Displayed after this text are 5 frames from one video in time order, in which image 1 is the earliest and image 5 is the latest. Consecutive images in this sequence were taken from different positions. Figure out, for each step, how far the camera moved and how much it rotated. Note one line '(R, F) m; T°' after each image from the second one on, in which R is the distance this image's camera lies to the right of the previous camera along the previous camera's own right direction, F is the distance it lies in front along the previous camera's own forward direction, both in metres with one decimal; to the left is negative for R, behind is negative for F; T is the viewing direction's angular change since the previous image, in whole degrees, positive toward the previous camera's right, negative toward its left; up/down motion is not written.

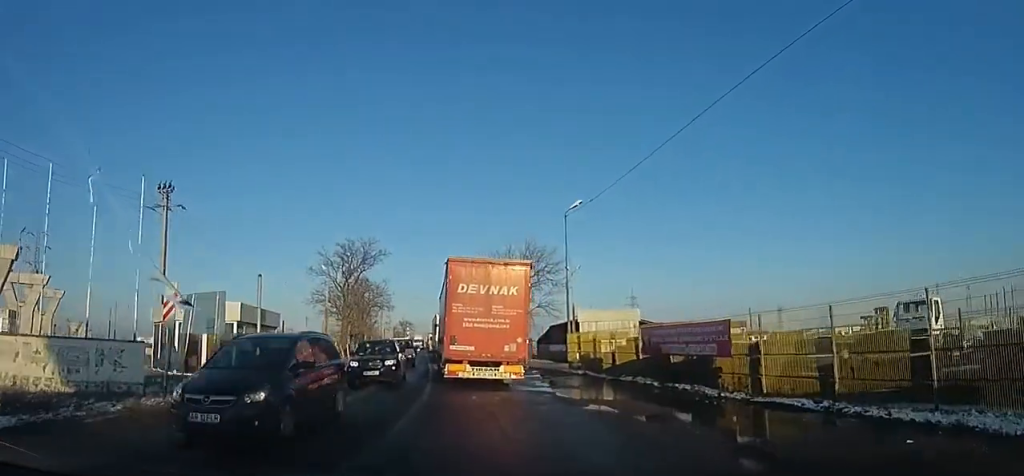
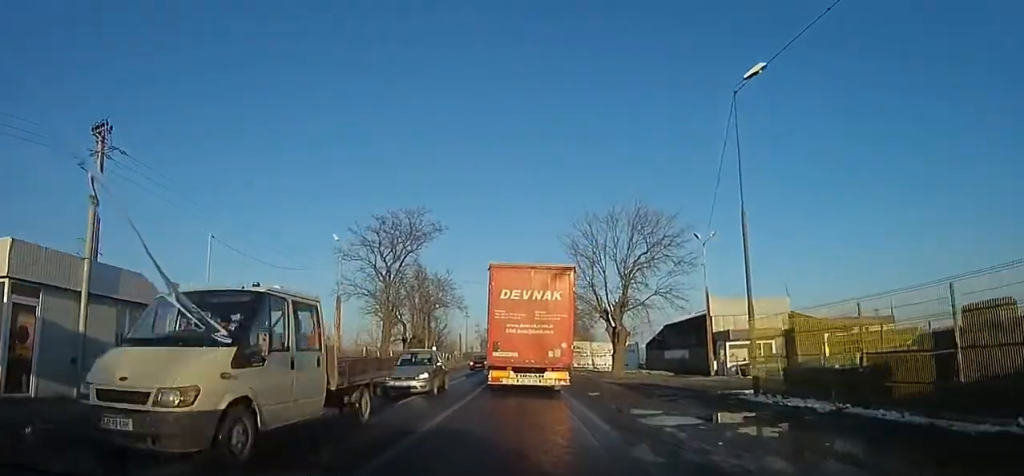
(-1.9, +14.5) m; -11°
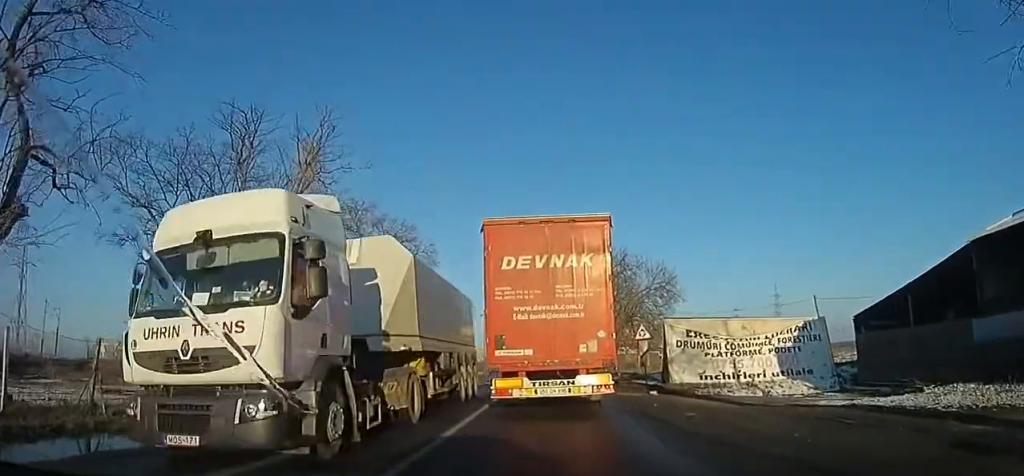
(-1.8, +32.1) m; +3°
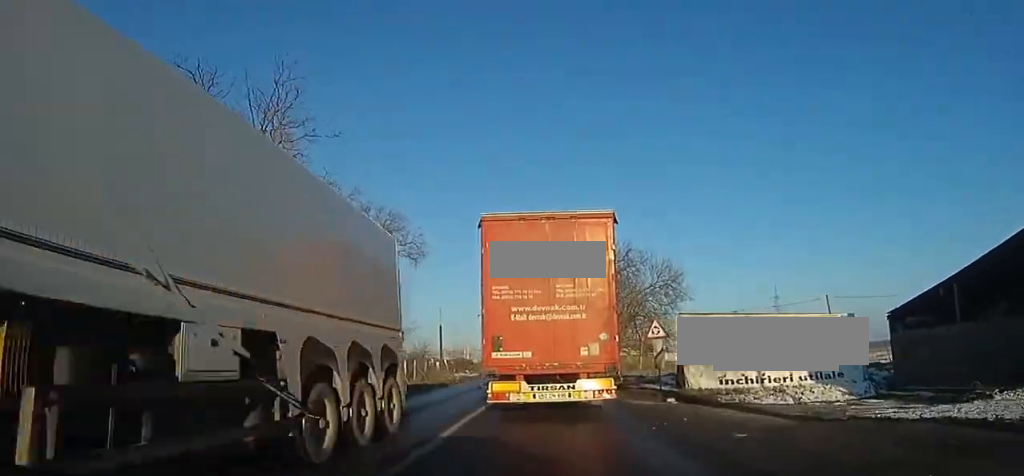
(+0.3, +2.9) m; +2°
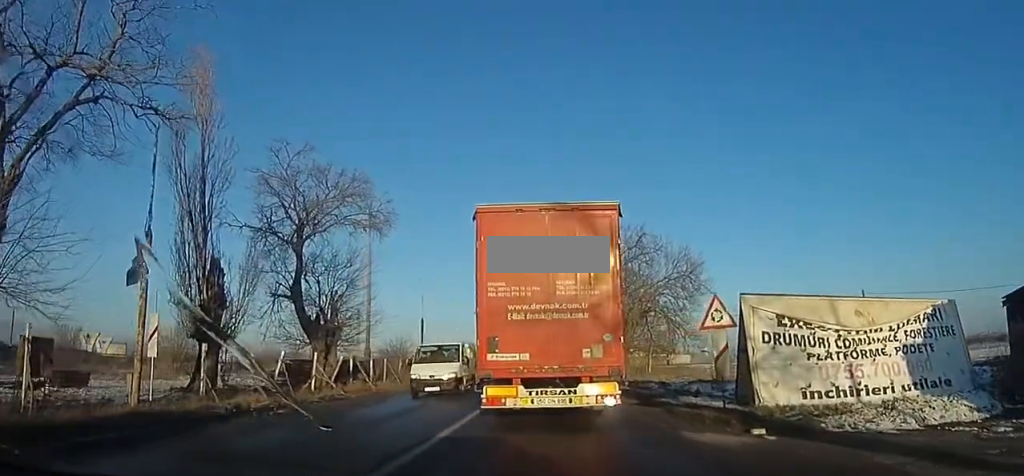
(0.0, +7.2) m; -9°
